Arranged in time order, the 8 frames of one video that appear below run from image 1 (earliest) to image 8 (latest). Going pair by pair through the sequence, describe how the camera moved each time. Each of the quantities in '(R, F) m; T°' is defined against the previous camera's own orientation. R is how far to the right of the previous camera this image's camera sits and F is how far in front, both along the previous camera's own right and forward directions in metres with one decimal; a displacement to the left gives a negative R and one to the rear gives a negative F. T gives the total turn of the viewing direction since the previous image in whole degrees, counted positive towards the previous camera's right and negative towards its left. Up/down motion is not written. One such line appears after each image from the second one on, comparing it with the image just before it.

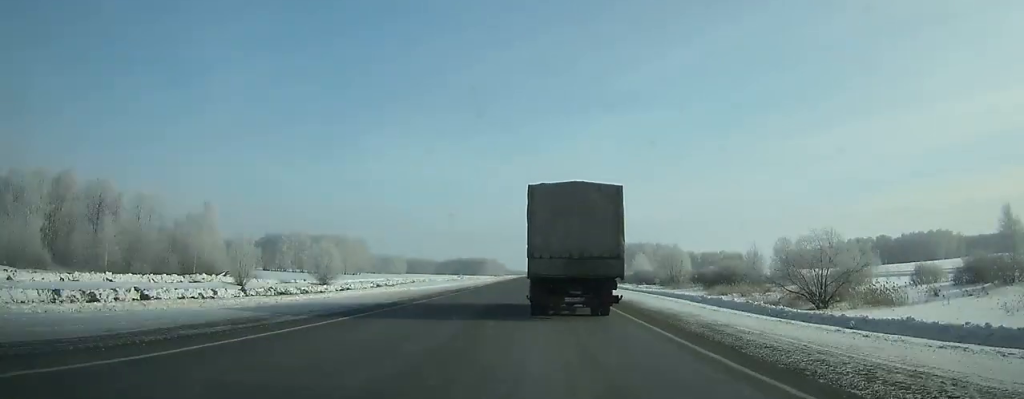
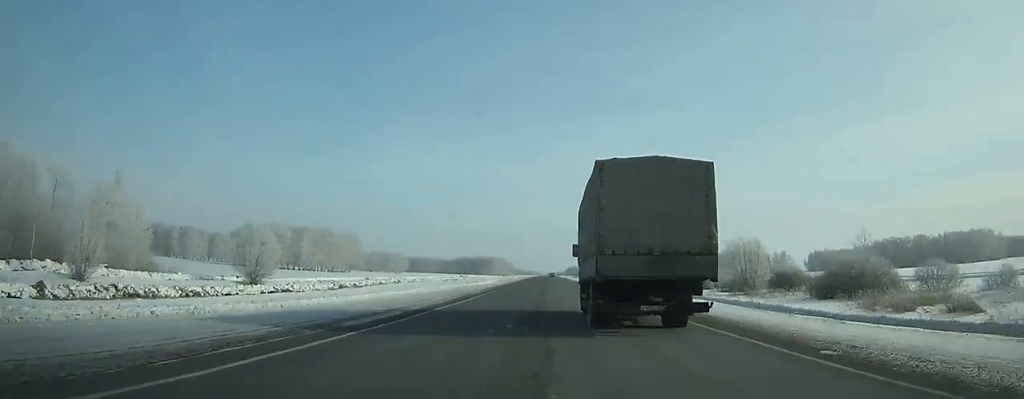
(-0.3, +37.4) m; 0°
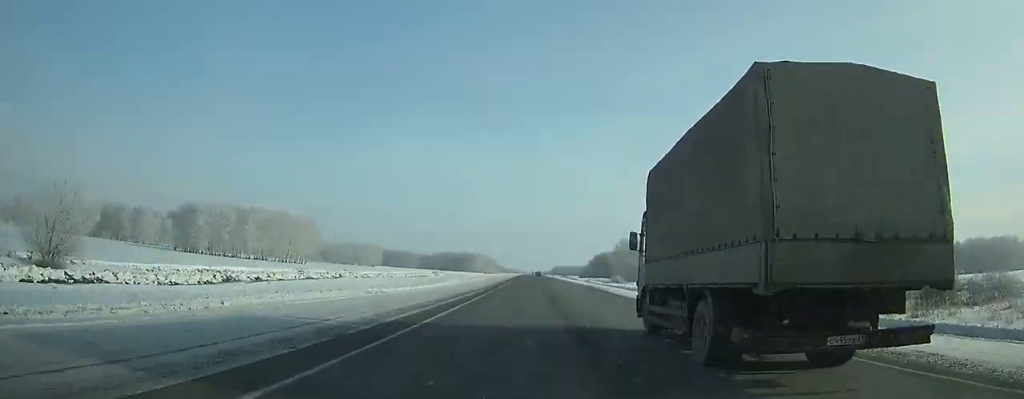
(+0.5, +39.8) m; +1°
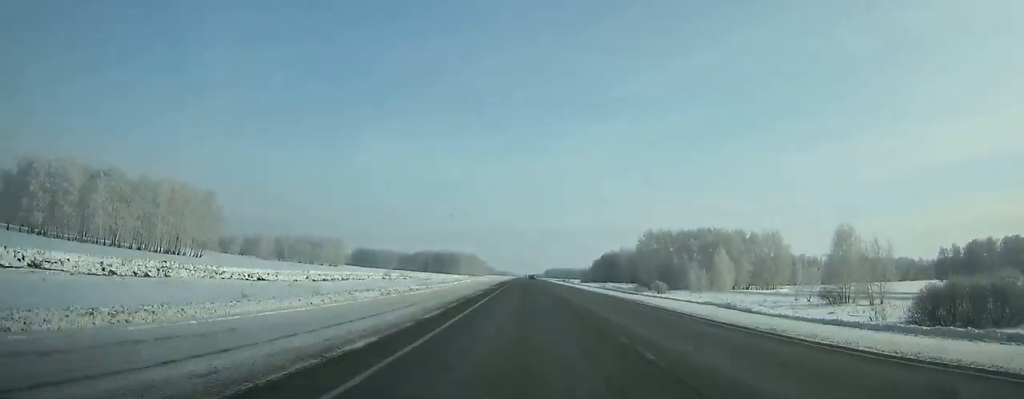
(+0.7, +76.7) m; +1°
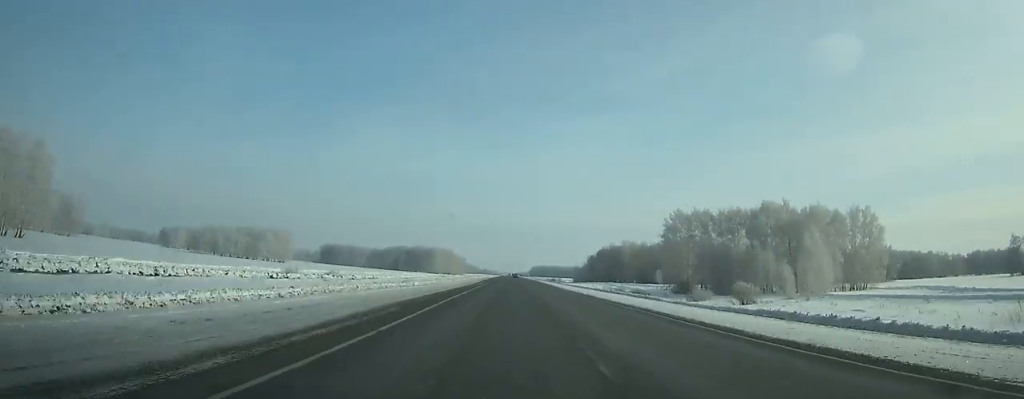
(+0.3, +60.0) m; 0°
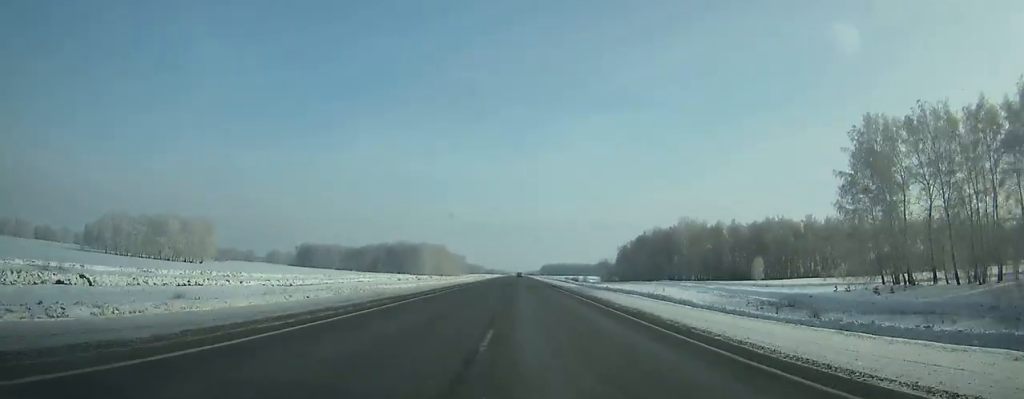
(+0.2, +86.7) m; 0°
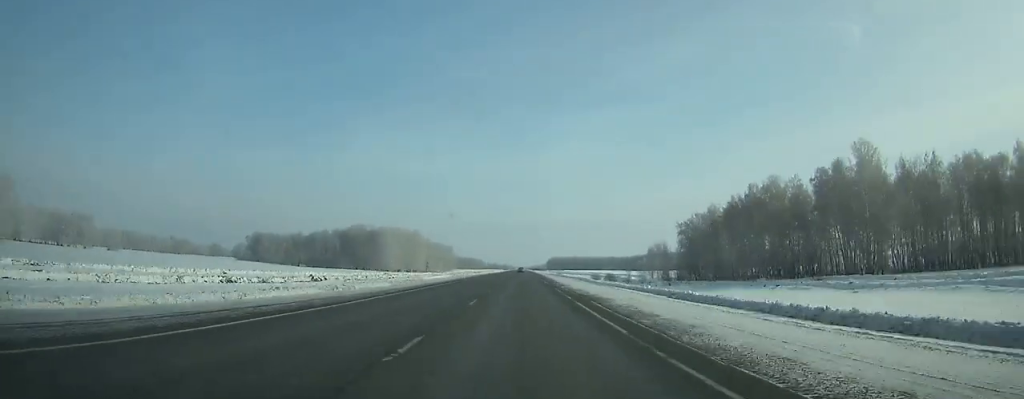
(-0.3, +103.4) m; 0°
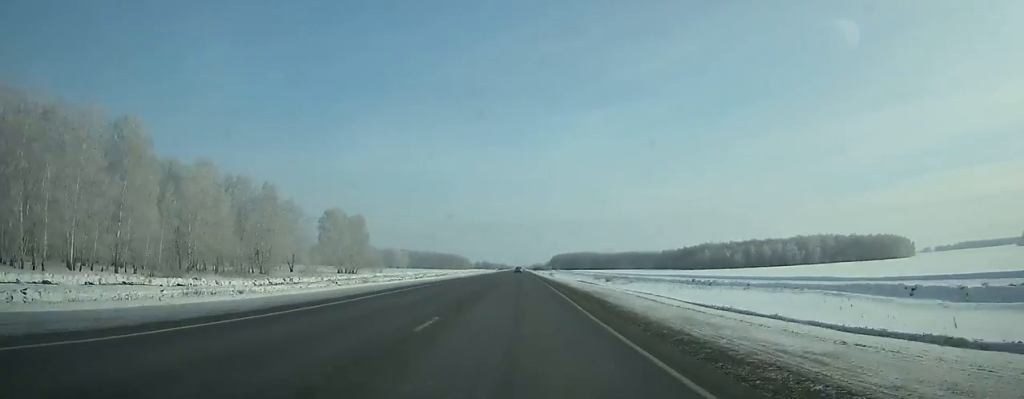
(-0.1, +222.1) m; 0°
